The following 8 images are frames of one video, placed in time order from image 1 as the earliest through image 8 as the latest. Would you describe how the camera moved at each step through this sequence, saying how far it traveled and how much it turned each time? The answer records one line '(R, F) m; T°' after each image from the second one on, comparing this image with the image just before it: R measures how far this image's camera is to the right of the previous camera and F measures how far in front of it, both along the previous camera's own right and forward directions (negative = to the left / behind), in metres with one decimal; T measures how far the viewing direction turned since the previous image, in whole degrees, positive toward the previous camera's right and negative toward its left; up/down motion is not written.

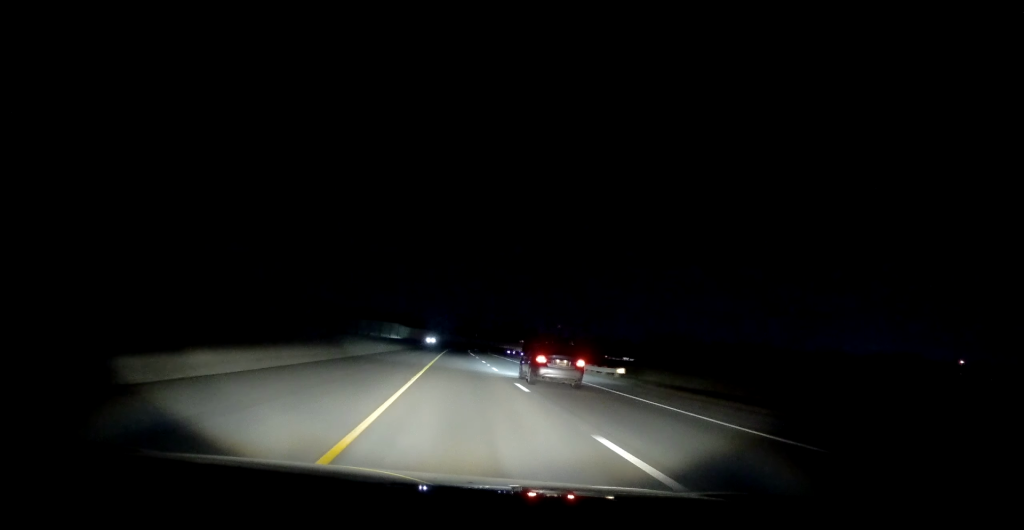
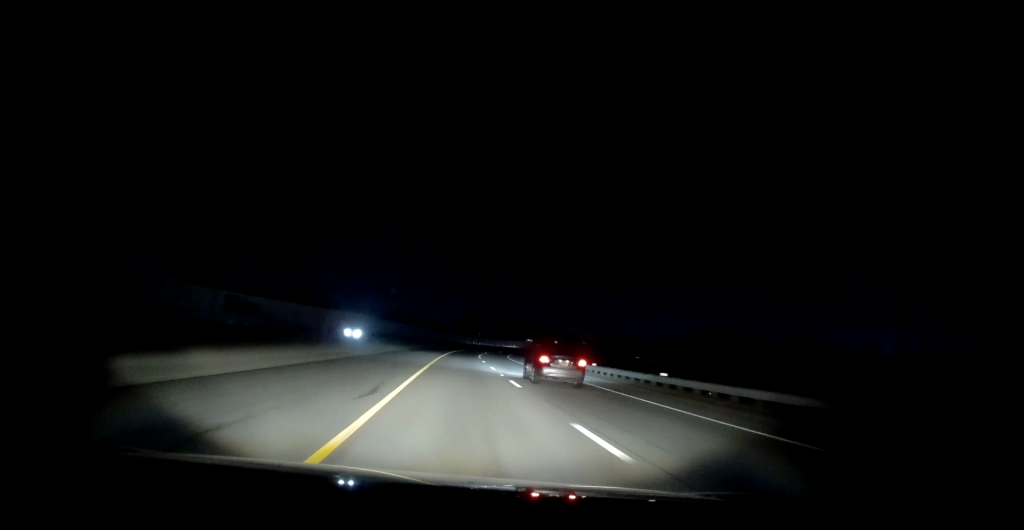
(+0.8, +48.0) m; +1°
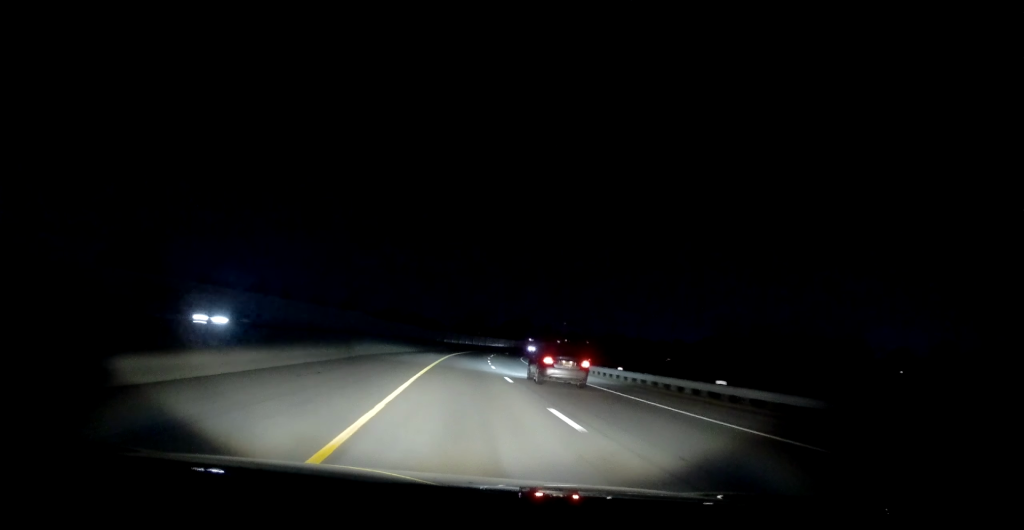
(-0.4, +21.7) m; 0°
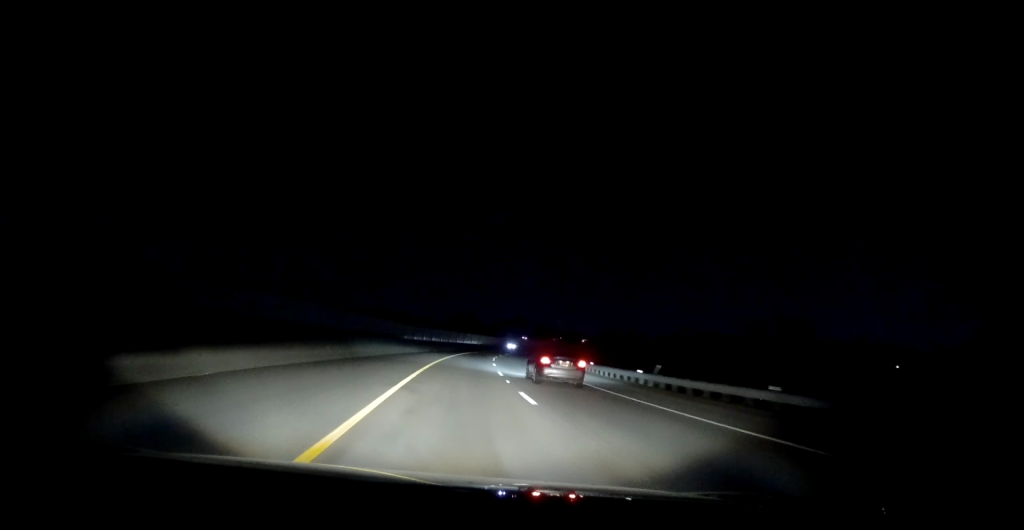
(+0.3, +20.0) m; +1°
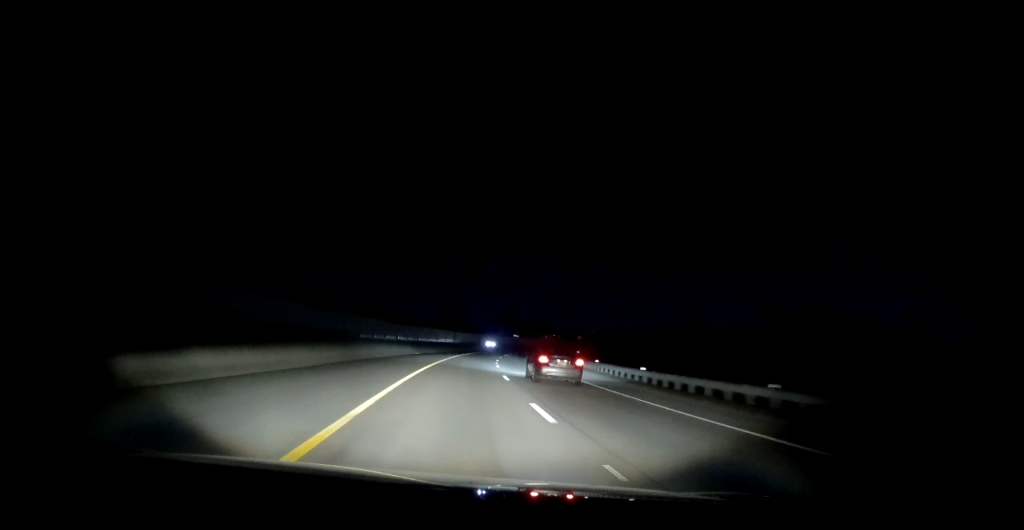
(+0.1, +15.6) m; +1°
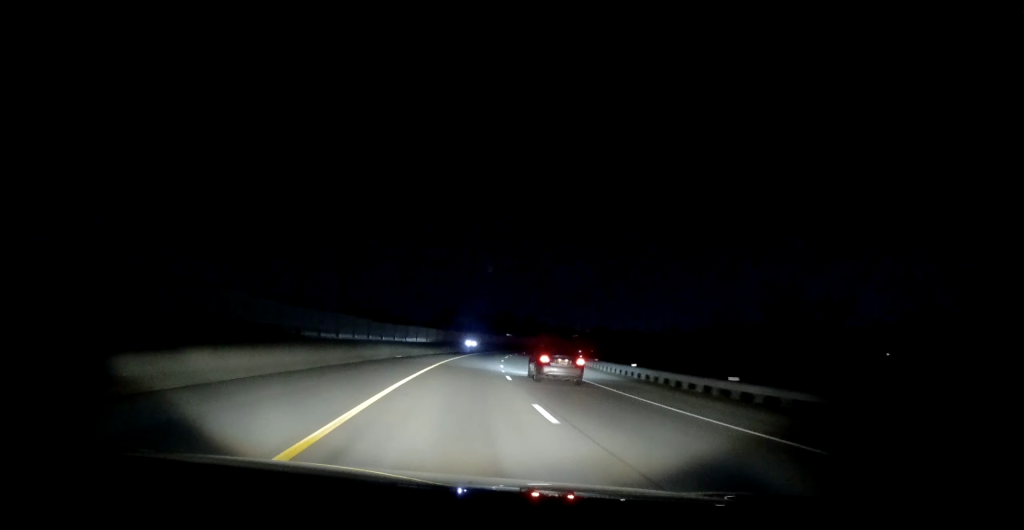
(0.0, +12.1) m; +1°
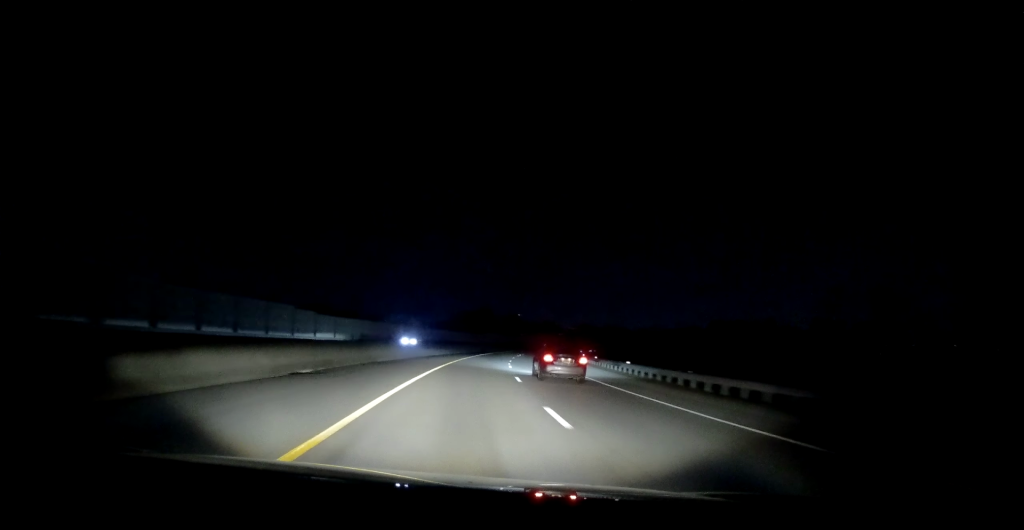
(+0.3, +25.0) m; +2°
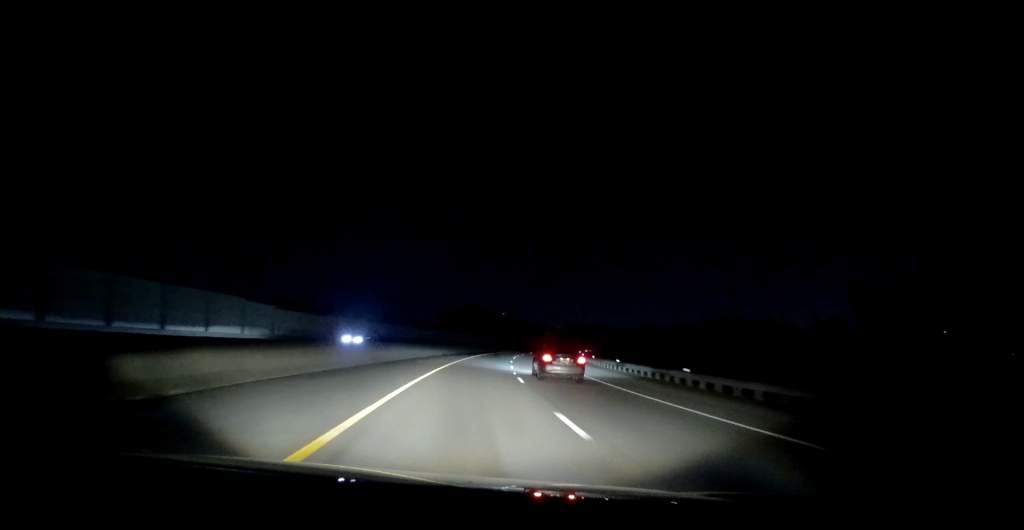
(+0.1, +12.9) m; +1°
